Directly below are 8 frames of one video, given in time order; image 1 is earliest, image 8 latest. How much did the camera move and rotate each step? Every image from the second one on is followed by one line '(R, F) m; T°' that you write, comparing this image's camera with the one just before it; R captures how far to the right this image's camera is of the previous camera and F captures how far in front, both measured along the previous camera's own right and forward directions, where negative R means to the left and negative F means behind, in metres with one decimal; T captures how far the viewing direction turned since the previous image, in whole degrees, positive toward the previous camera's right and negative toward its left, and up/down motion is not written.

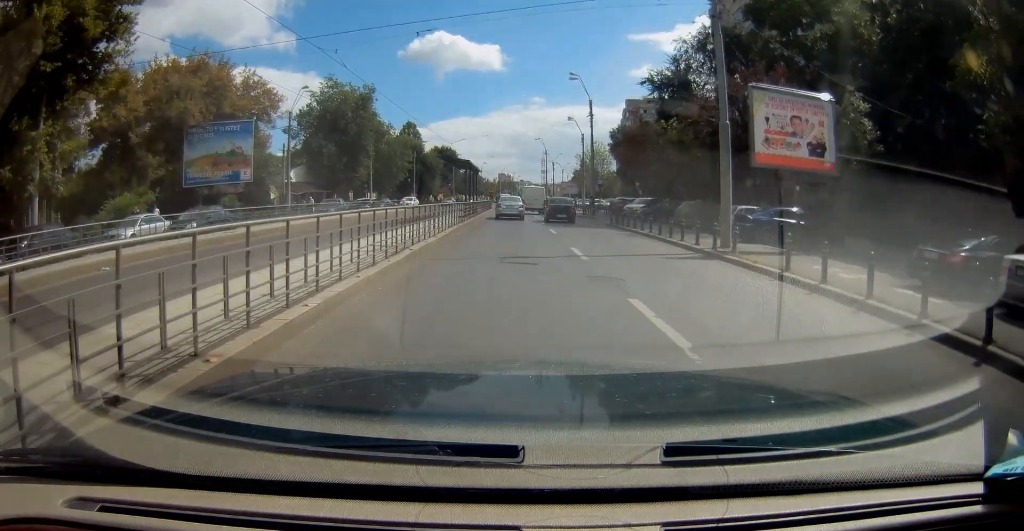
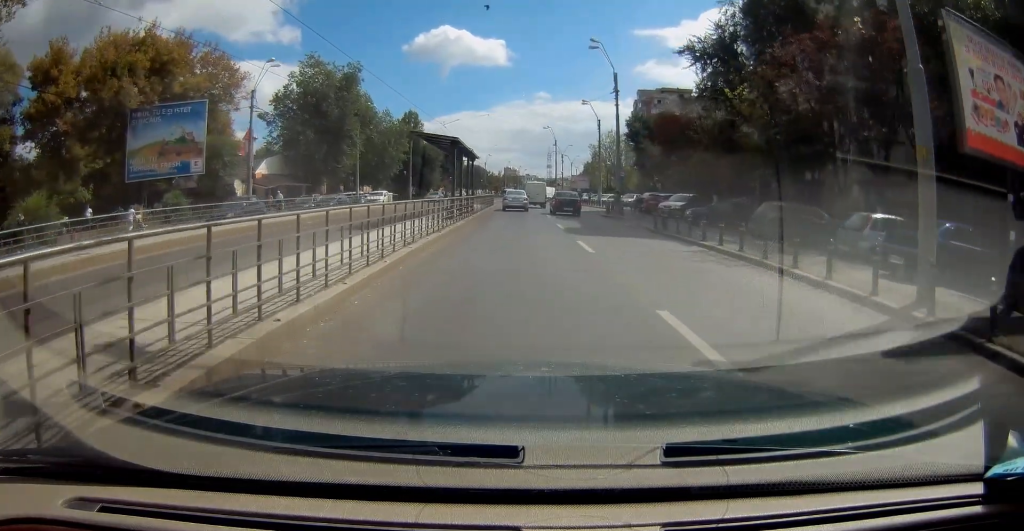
(-0.3, +8.6) m; +1°
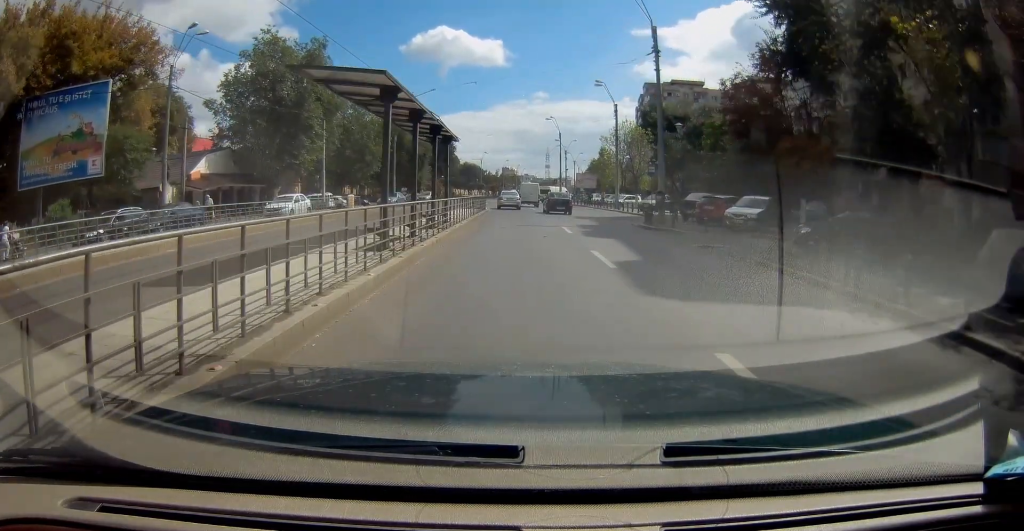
(+0.4, +11.6) m; +2°
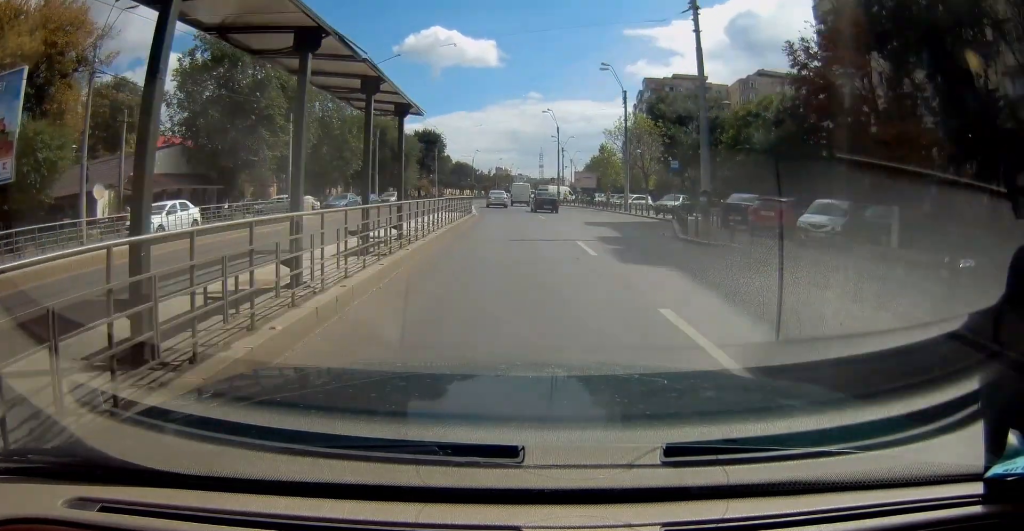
(-0.1, +7.2) m; -1°
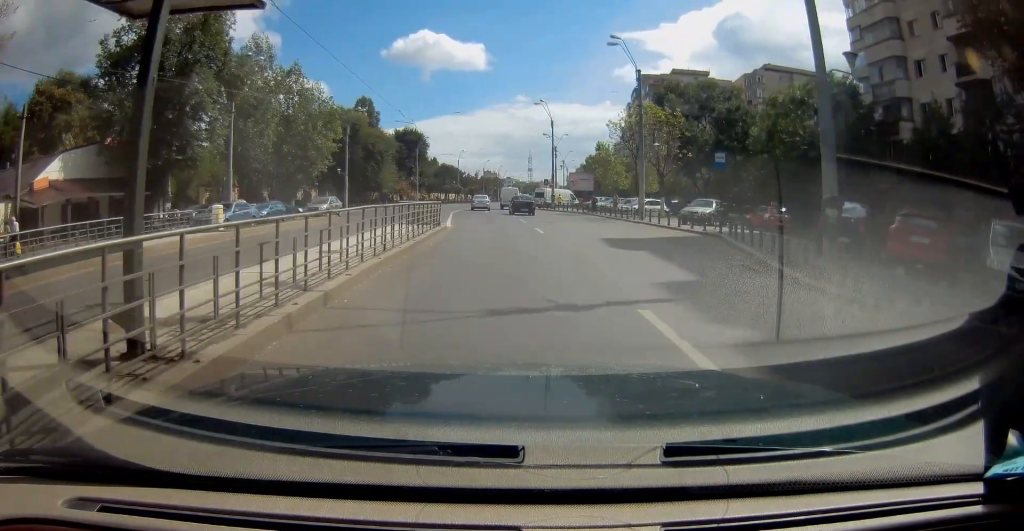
(0.0, +9.0) m; 0°
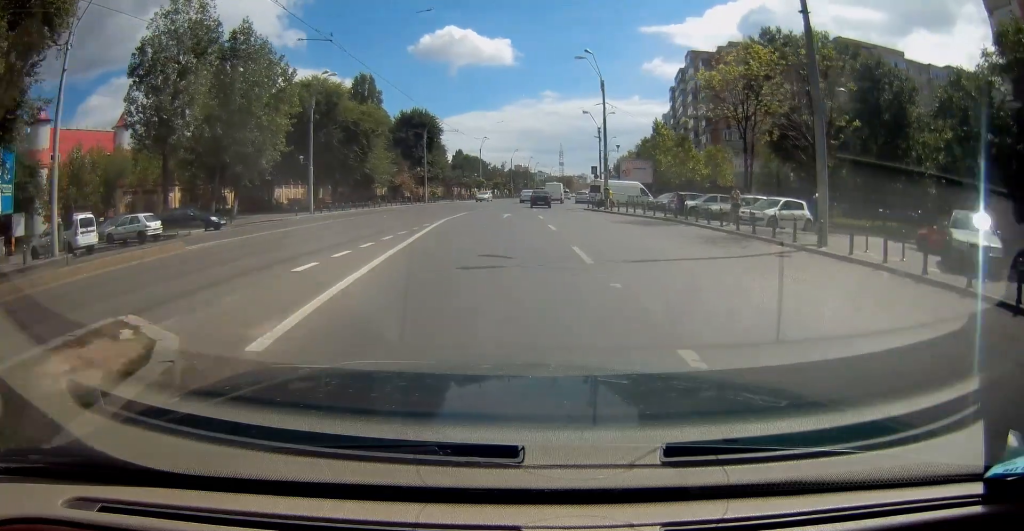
(+0.1, +19.6) m; -1°
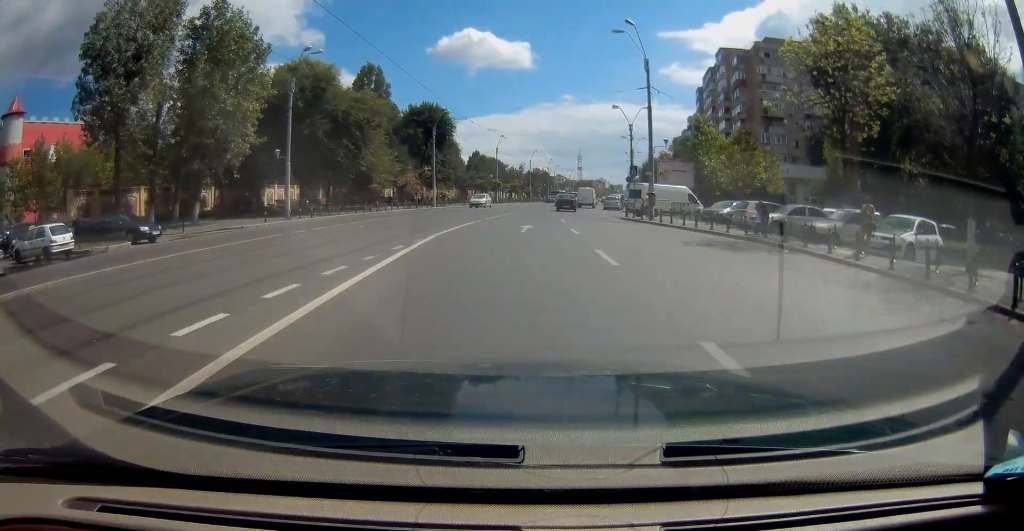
(-0.3, +8.6) m; 0°
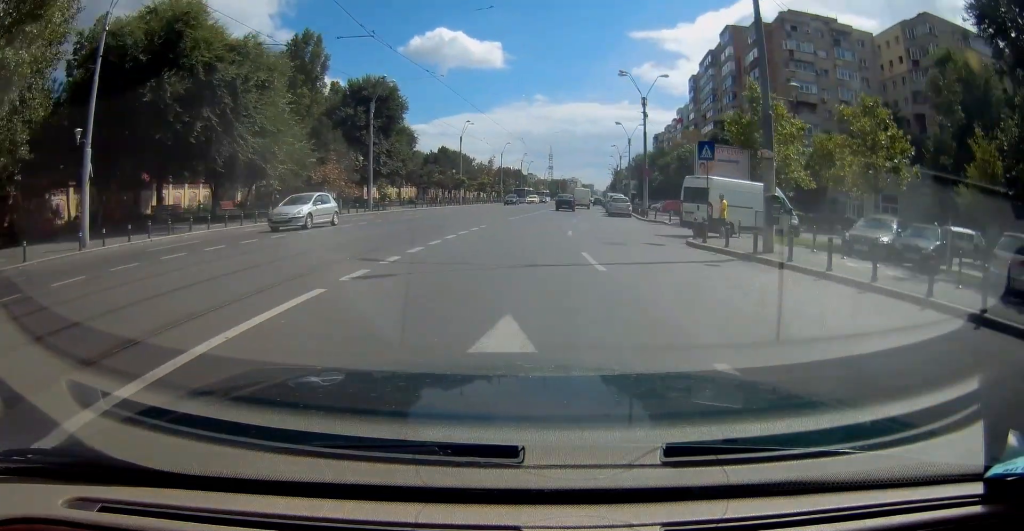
(+0.4, +18.5) m; +3°
